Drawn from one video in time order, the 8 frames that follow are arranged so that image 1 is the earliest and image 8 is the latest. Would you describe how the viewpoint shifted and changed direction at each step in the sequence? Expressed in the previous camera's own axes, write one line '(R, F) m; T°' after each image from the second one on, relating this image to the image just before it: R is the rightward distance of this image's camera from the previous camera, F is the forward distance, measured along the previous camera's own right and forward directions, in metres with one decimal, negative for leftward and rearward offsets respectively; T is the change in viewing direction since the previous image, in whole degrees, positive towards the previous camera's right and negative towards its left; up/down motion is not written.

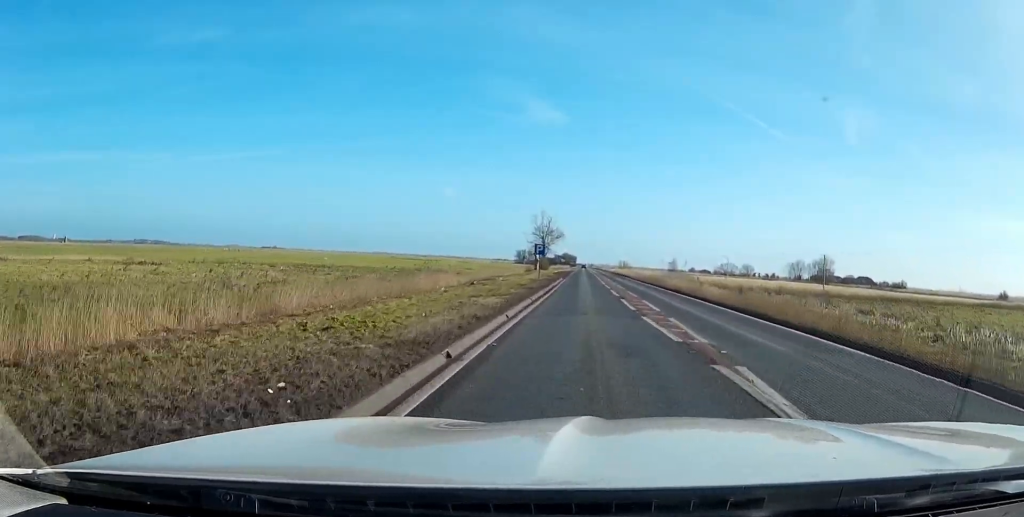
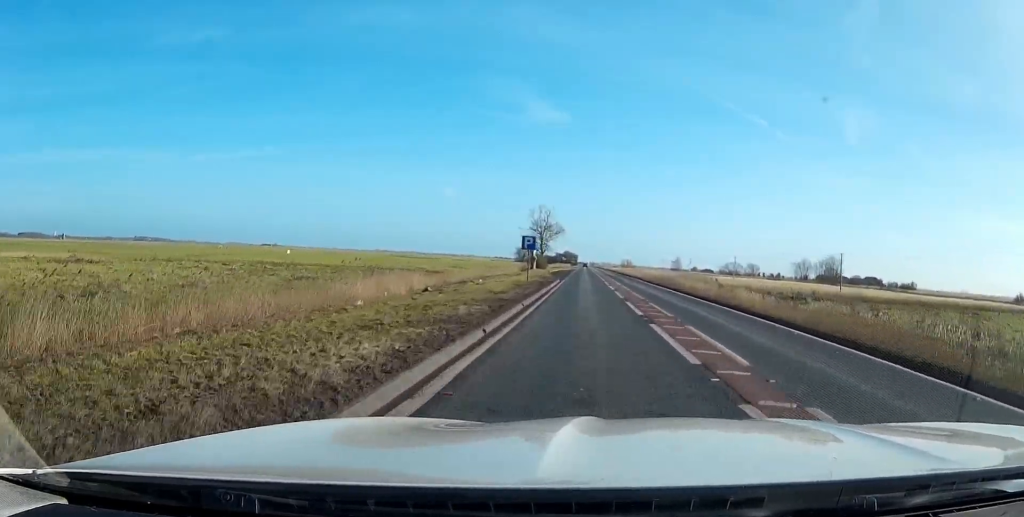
(0.0, +11.6) m; 0°
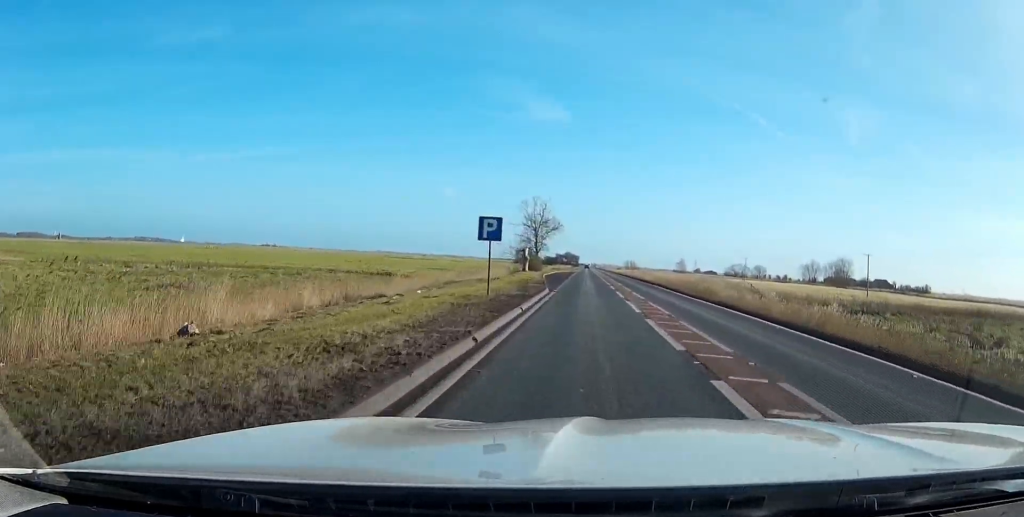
(0.0, +16.6) m; 0°
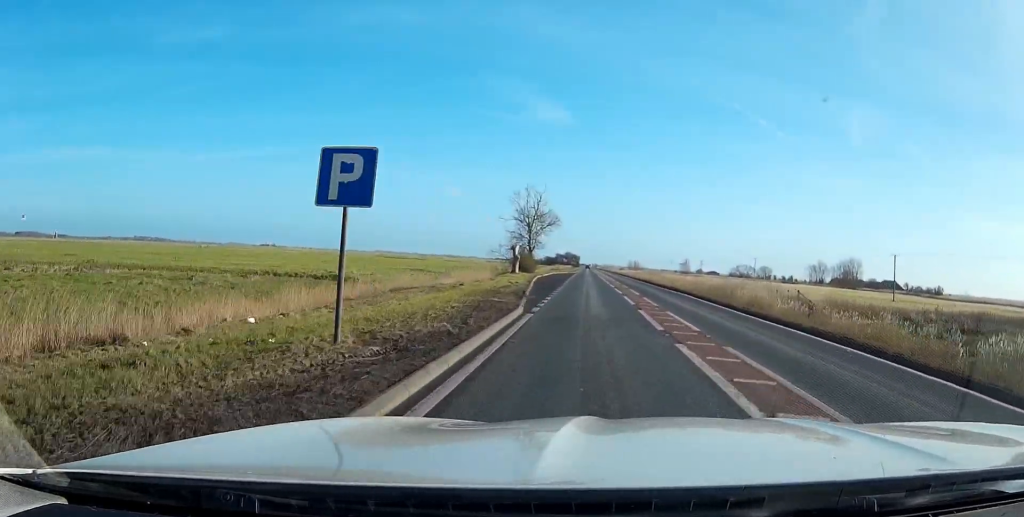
(0.0, +14.1) m; 0°
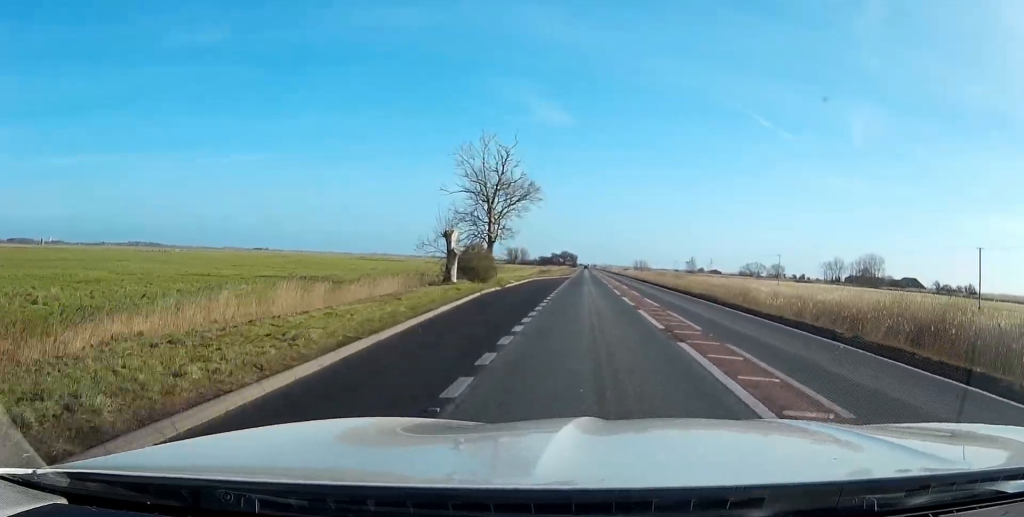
(0.0, +35.6) m; 0°
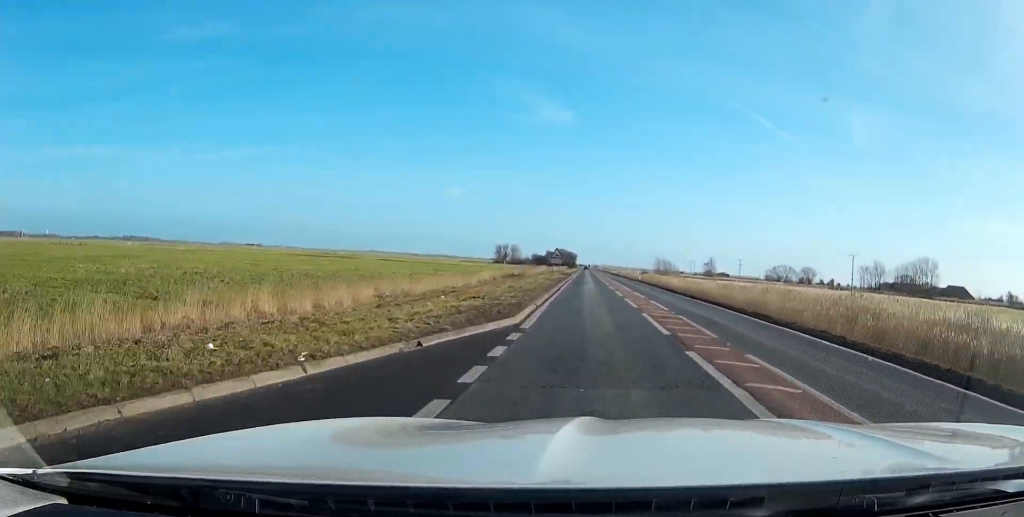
(0.0, +63.7) m; 0°
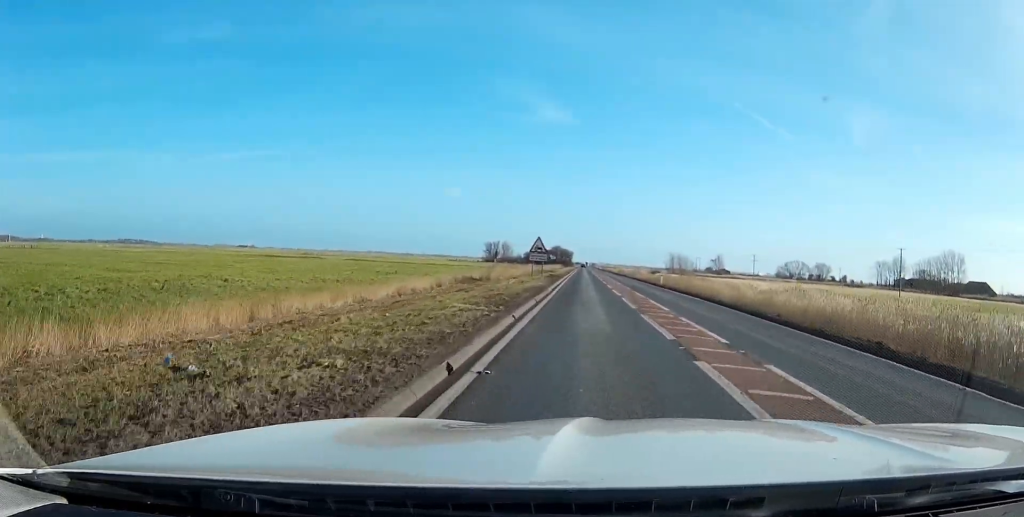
(+0.1, +28.2) m; 0°
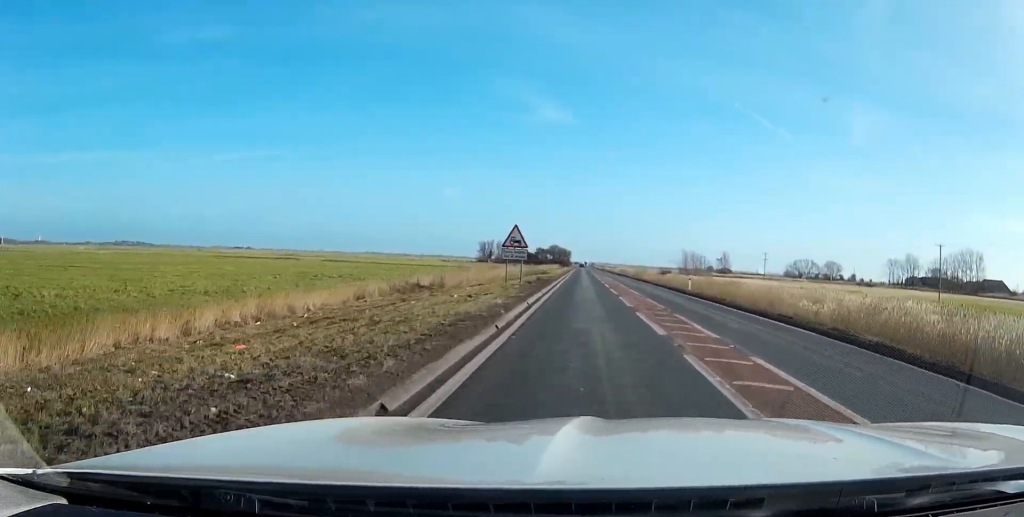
(0.0, +17.5) m; 0°
